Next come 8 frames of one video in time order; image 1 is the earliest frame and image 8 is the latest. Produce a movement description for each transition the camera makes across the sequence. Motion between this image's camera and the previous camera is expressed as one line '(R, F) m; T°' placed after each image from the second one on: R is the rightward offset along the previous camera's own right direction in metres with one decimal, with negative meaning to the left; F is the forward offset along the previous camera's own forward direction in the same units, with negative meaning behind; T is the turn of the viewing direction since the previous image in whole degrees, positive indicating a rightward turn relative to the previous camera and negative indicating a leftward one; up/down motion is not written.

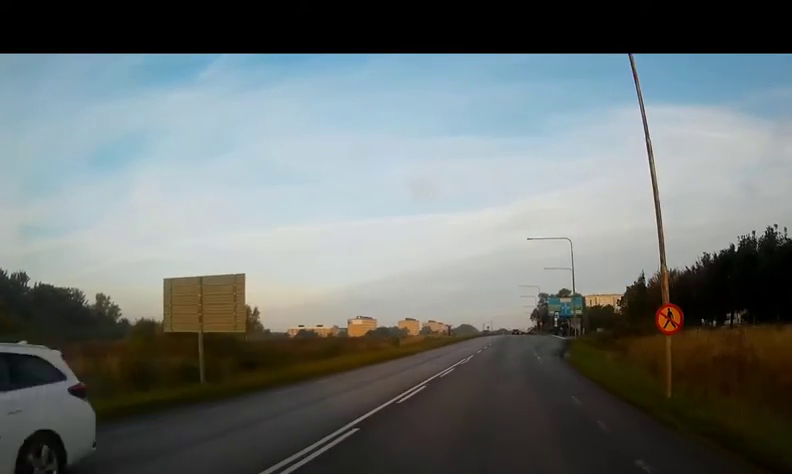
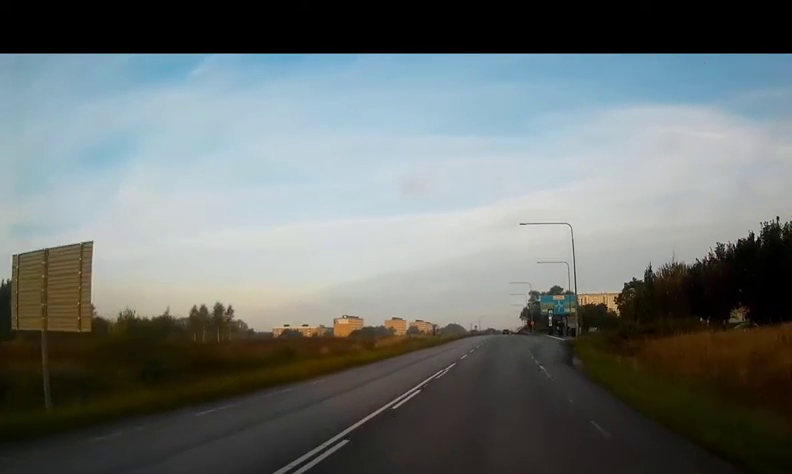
(0.0, +7.3) m; +1°
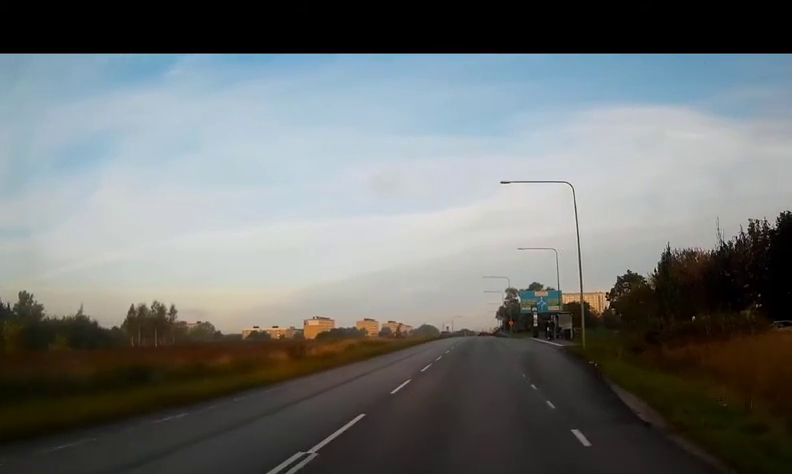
(+0.3, +13.1) m; +2°
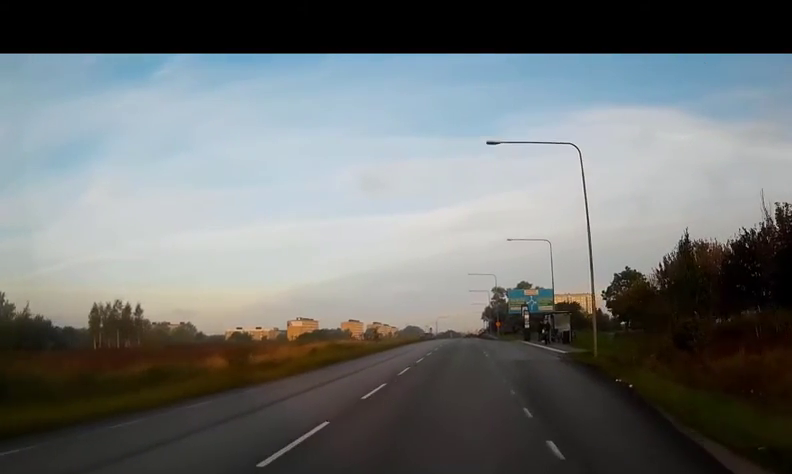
(+0.1, +7.3) m; +1°
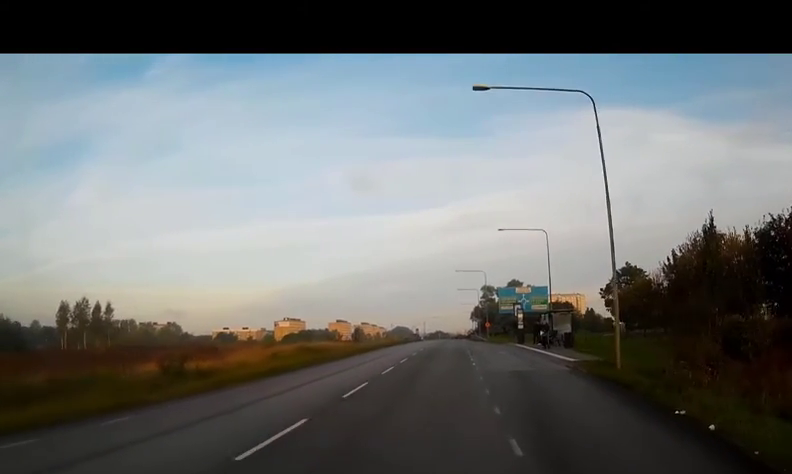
(0.0, +5.7) m; 0°
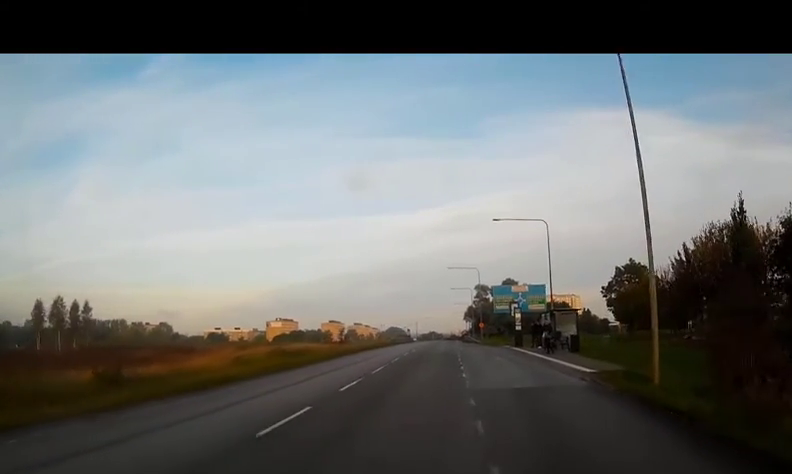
(0.0, +4.7) m; +1°
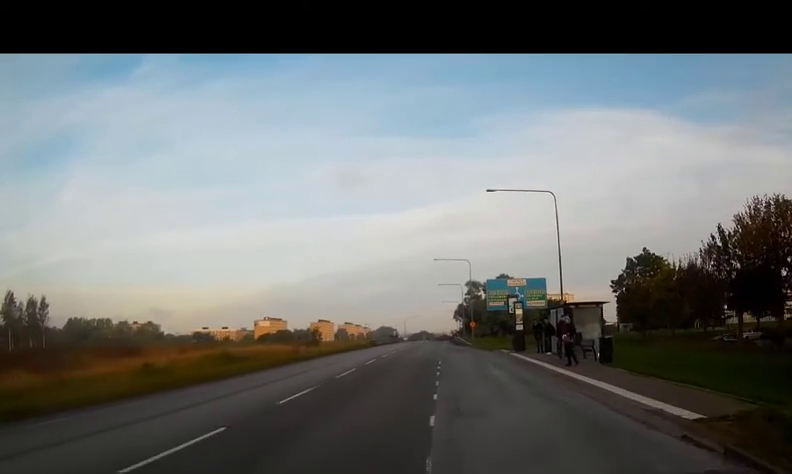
(+0.2, +9.3) m; +2°
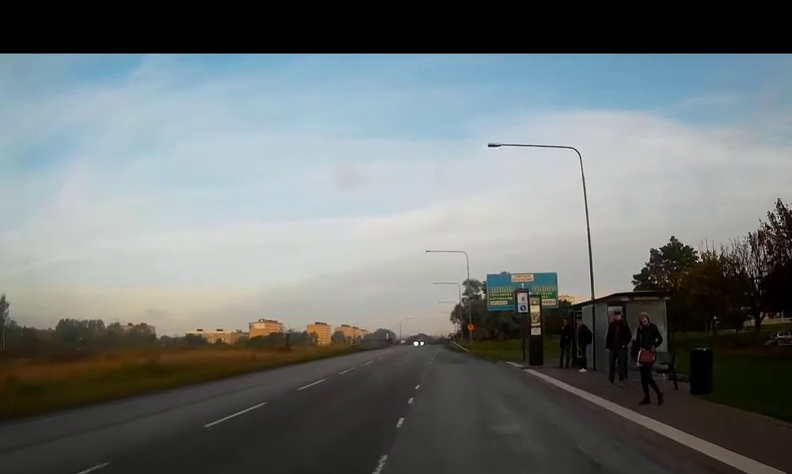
(-0.2, +9.3) m; 0°
